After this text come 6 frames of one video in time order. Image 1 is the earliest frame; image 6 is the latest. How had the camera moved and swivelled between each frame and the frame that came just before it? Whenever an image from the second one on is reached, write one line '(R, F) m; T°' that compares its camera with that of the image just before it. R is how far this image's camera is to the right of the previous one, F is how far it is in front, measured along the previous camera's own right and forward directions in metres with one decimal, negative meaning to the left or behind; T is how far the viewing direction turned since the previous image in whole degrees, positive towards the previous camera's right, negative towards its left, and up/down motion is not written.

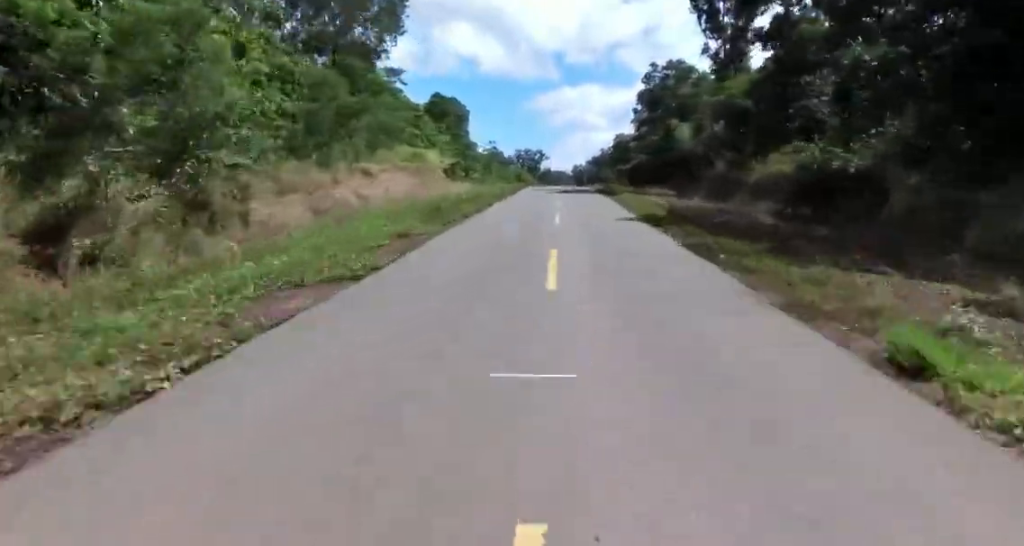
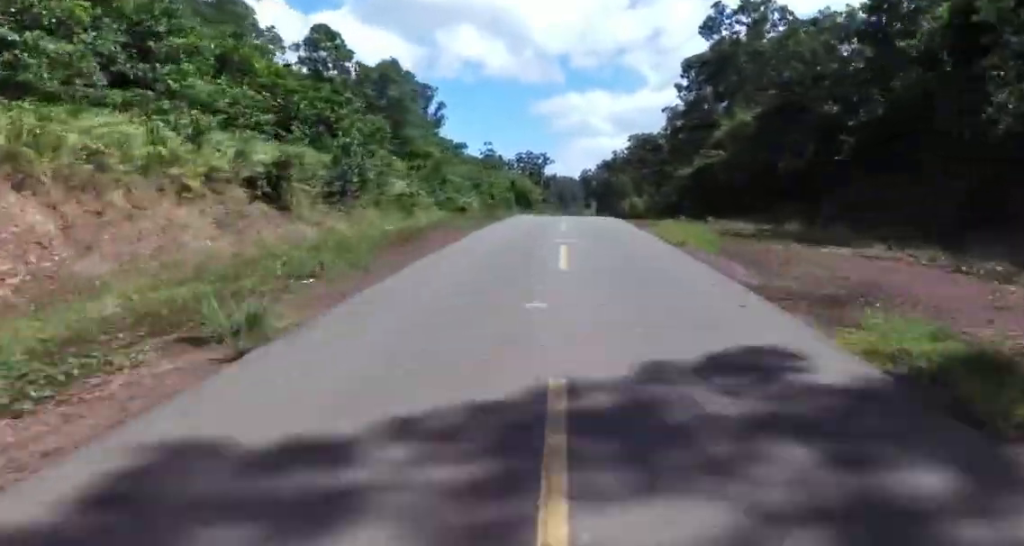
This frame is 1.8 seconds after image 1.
(-0.1, +39.8) m; 0°
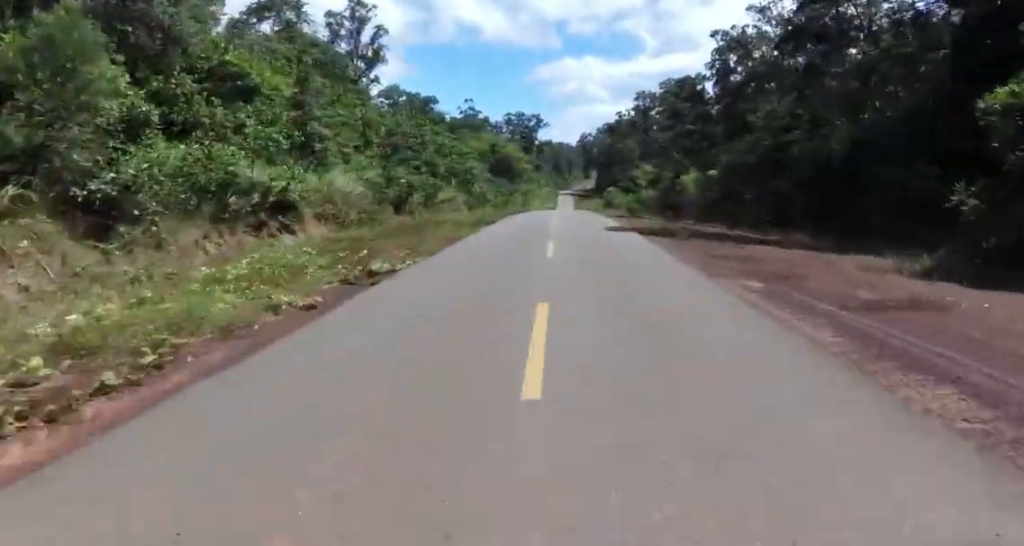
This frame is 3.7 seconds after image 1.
(-0.2, +37.9) m; 0°
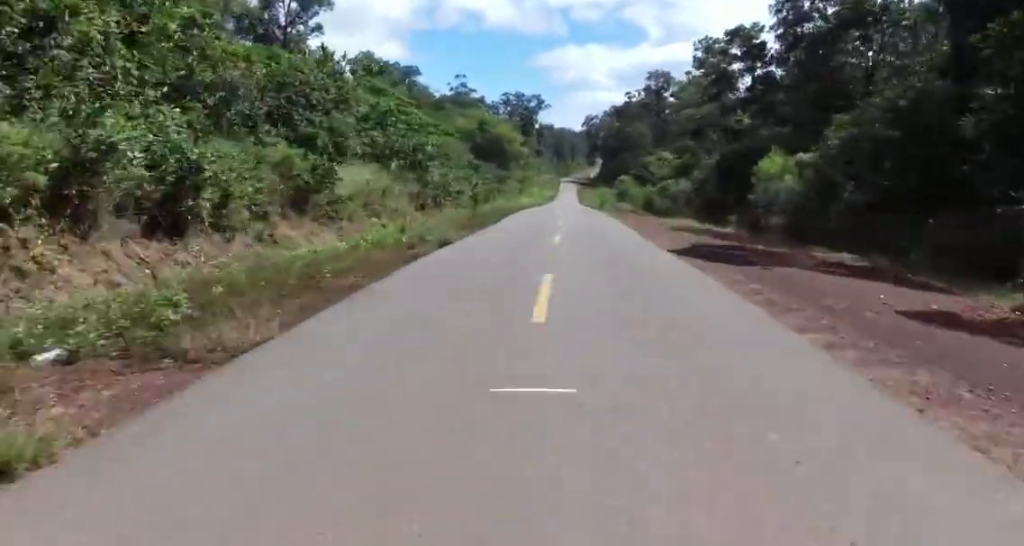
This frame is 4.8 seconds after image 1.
(0.0, +21.4) m; 0°
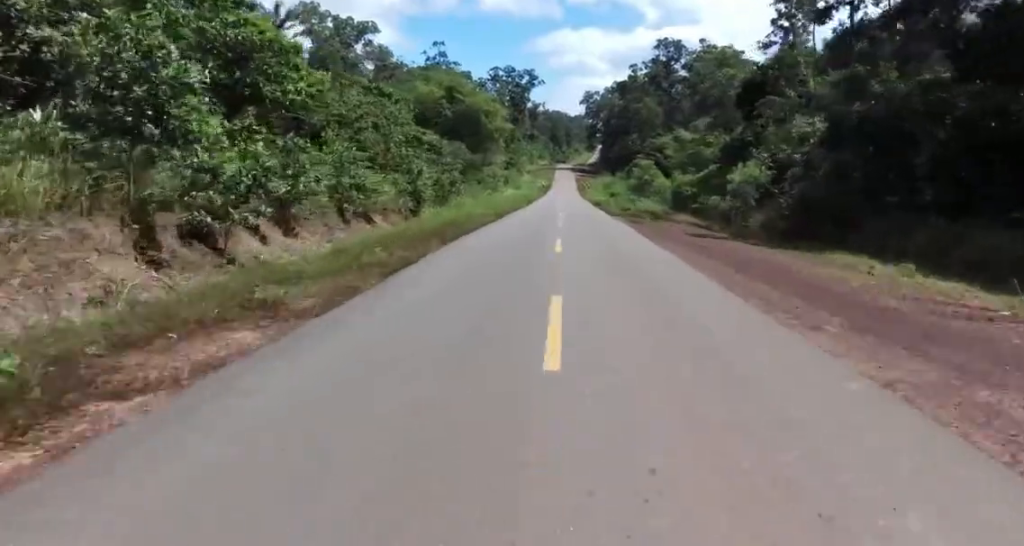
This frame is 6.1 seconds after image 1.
(+0.3, +26.2) m; +2°
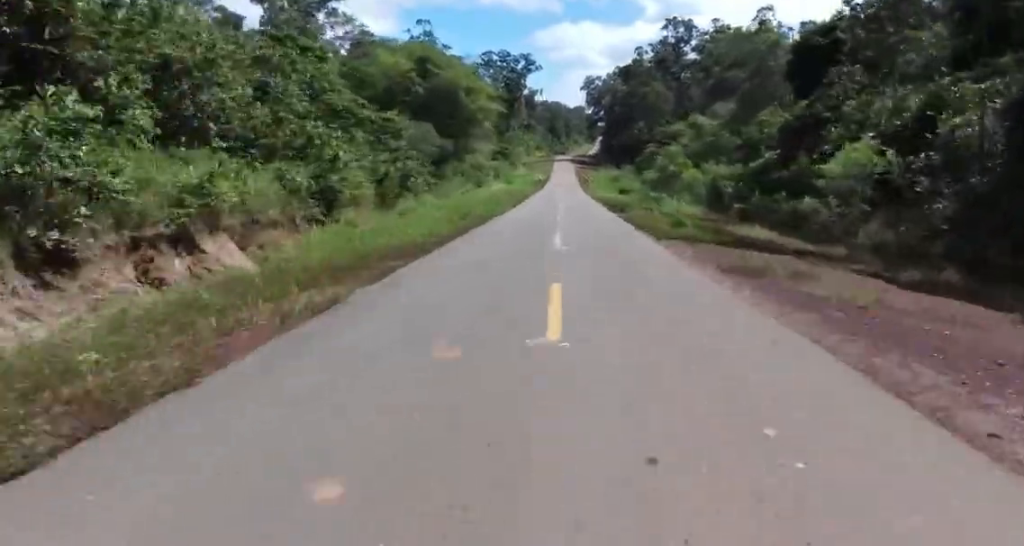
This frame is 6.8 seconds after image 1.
(+0.1, +15.7) m; +1°
